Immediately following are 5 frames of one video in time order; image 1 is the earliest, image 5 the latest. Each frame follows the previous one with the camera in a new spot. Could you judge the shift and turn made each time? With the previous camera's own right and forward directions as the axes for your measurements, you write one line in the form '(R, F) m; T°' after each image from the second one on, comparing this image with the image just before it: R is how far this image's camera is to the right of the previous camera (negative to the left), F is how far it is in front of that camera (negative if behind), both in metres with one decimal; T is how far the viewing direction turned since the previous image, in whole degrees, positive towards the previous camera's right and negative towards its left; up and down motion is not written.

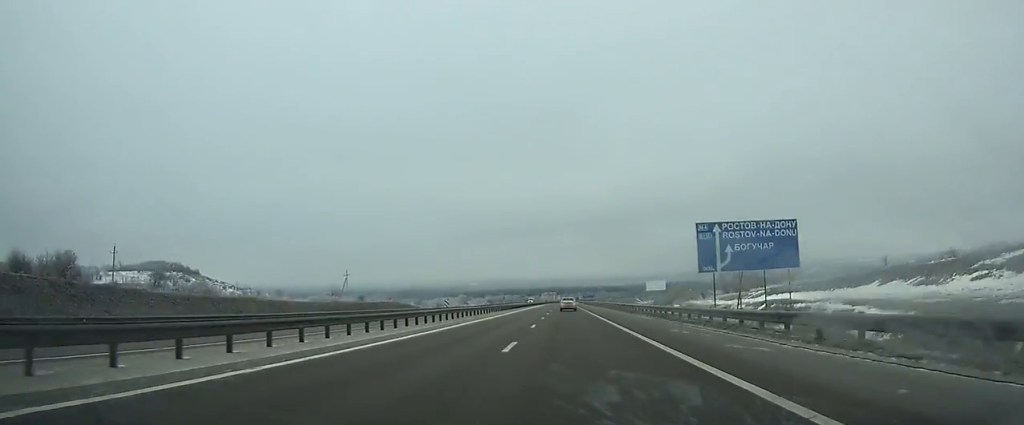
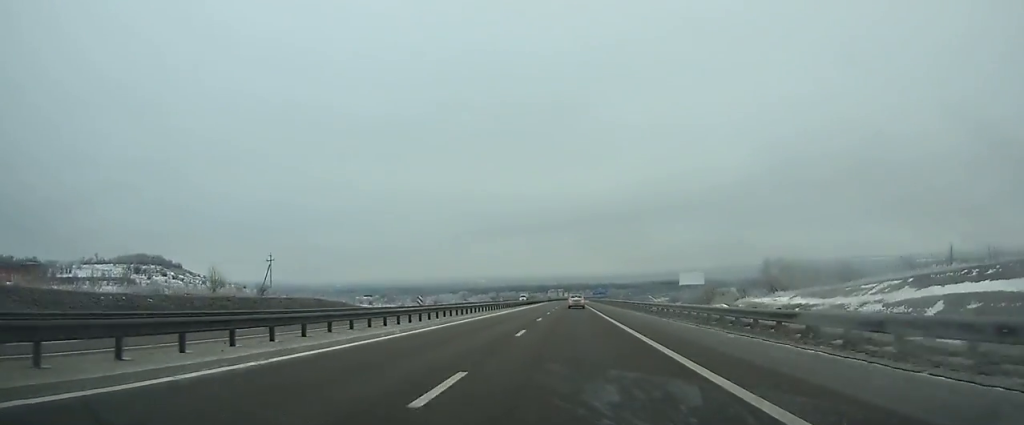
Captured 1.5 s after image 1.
(-0.3, +43.1) m; 0°
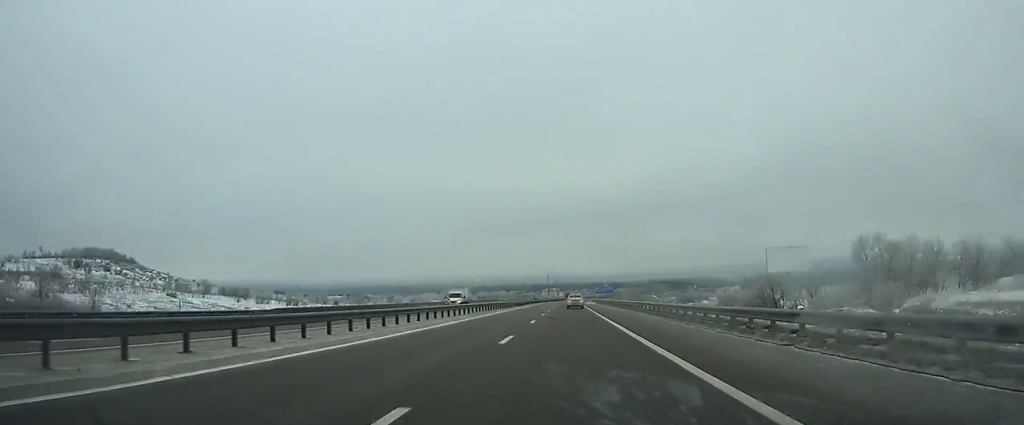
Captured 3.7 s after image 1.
(0.0, +61.5) m; 0°
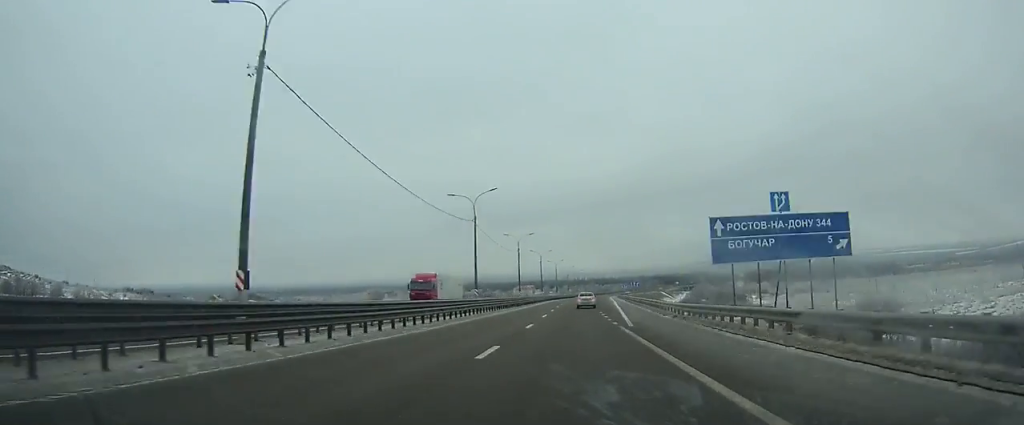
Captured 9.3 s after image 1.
(+2.2, +148.6) m; +2°
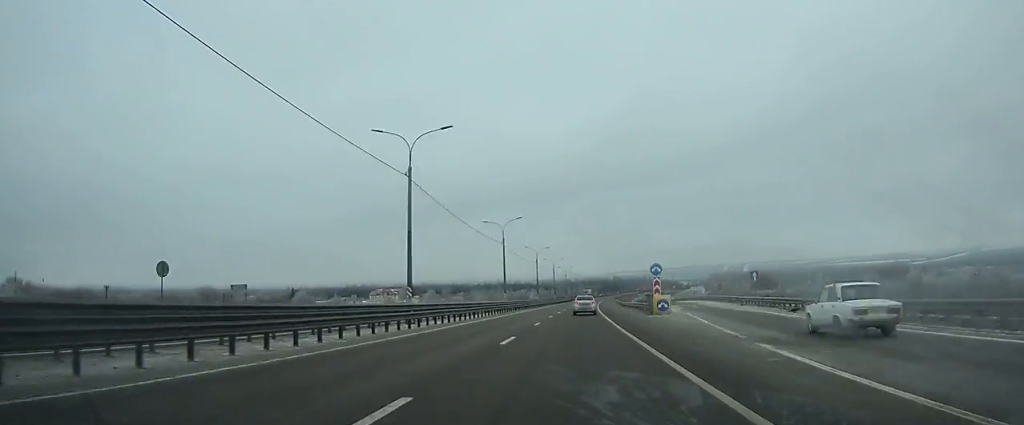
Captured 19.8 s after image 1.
(+21.4, +284.3) m; +9°
